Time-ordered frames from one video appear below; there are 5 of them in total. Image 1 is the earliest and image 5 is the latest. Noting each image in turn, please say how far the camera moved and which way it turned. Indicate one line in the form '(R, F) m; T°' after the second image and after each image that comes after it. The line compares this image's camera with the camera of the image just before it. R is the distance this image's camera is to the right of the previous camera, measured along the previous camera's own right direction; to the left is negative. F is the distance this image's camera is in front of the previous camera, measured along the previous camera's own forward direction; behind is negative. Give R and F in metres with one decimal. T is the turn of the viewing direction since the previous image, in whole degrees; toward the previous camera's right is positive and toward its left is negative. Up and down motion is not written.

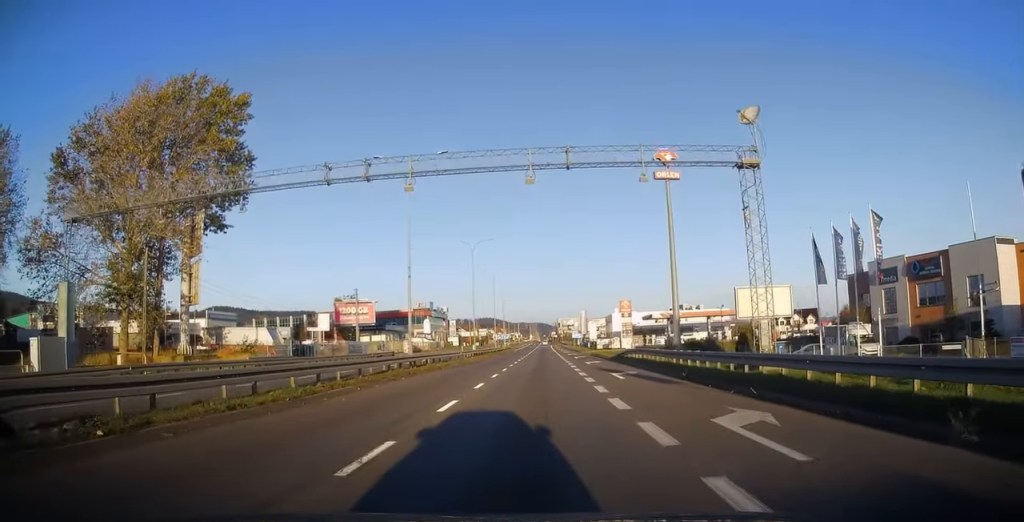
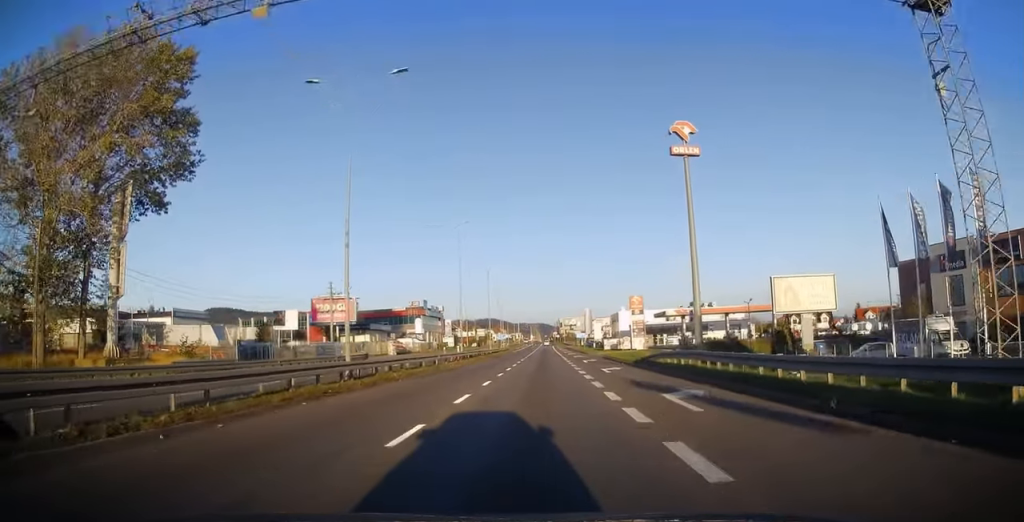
(0.0, +10.2) m; -1°
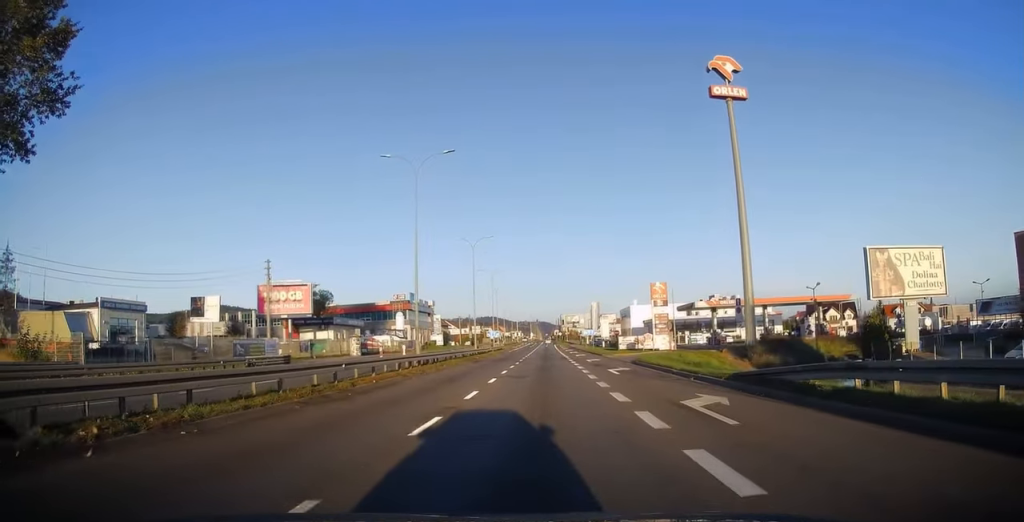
(-0.3, +16.8) m; 0°
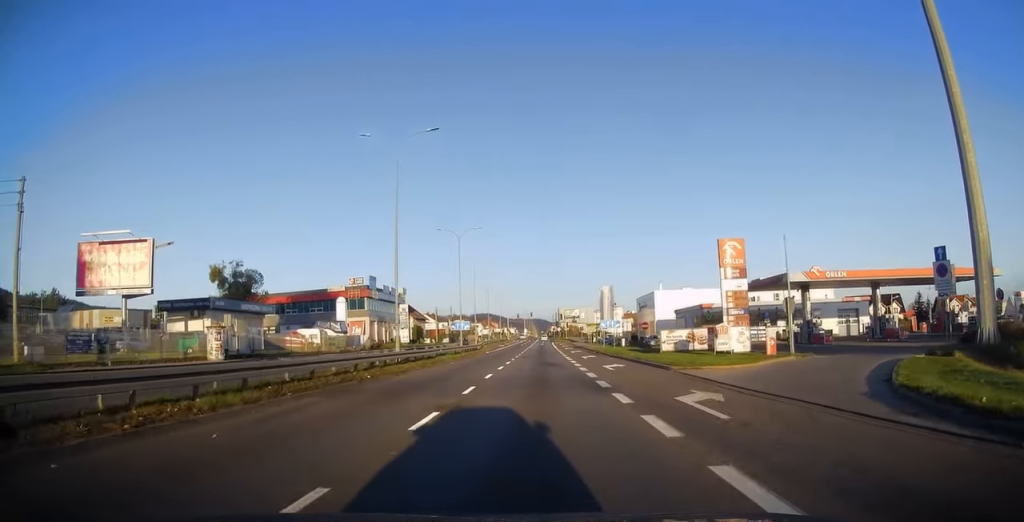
(+0.9, +29.5) m; +2°
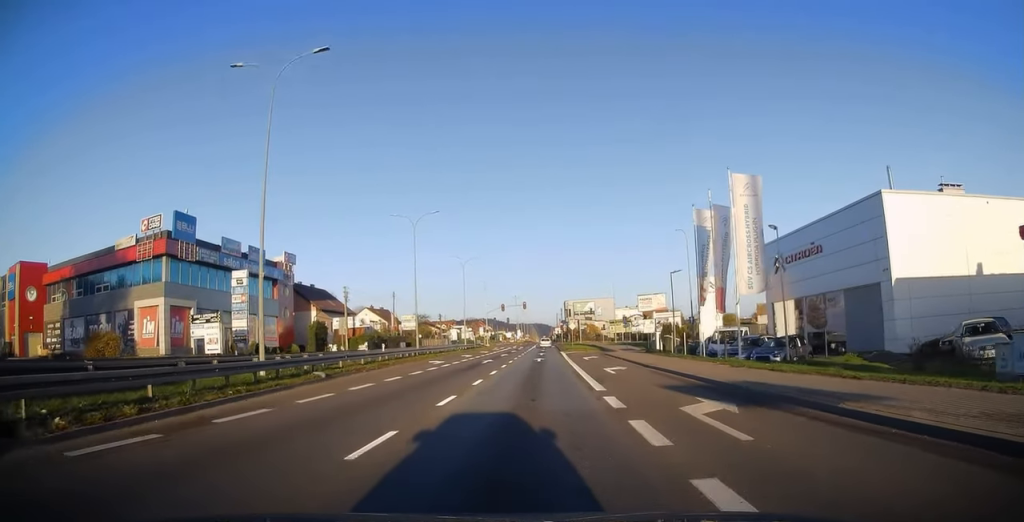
(-0.7, +61.6) m; -1°
